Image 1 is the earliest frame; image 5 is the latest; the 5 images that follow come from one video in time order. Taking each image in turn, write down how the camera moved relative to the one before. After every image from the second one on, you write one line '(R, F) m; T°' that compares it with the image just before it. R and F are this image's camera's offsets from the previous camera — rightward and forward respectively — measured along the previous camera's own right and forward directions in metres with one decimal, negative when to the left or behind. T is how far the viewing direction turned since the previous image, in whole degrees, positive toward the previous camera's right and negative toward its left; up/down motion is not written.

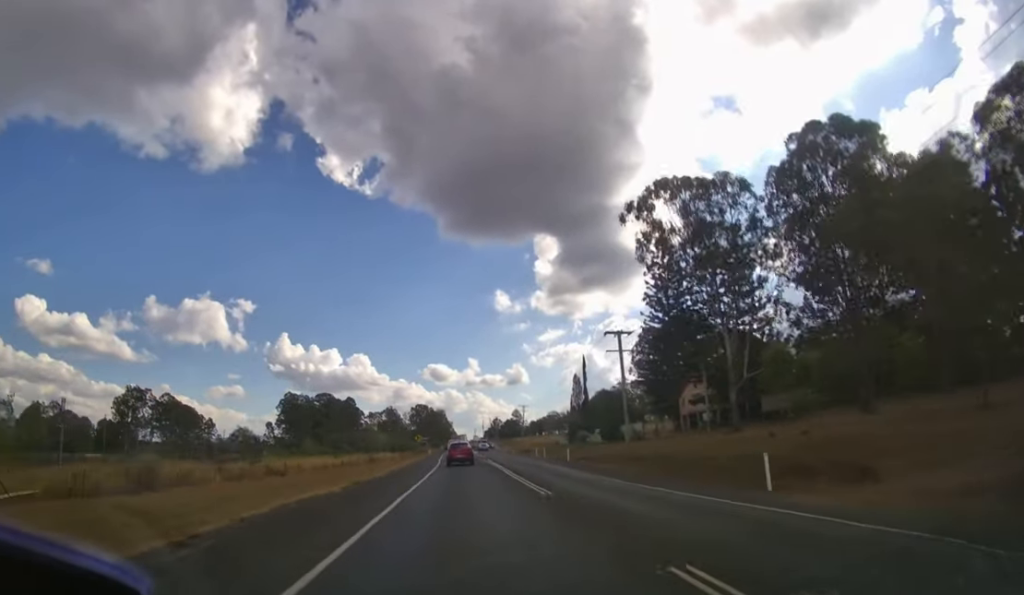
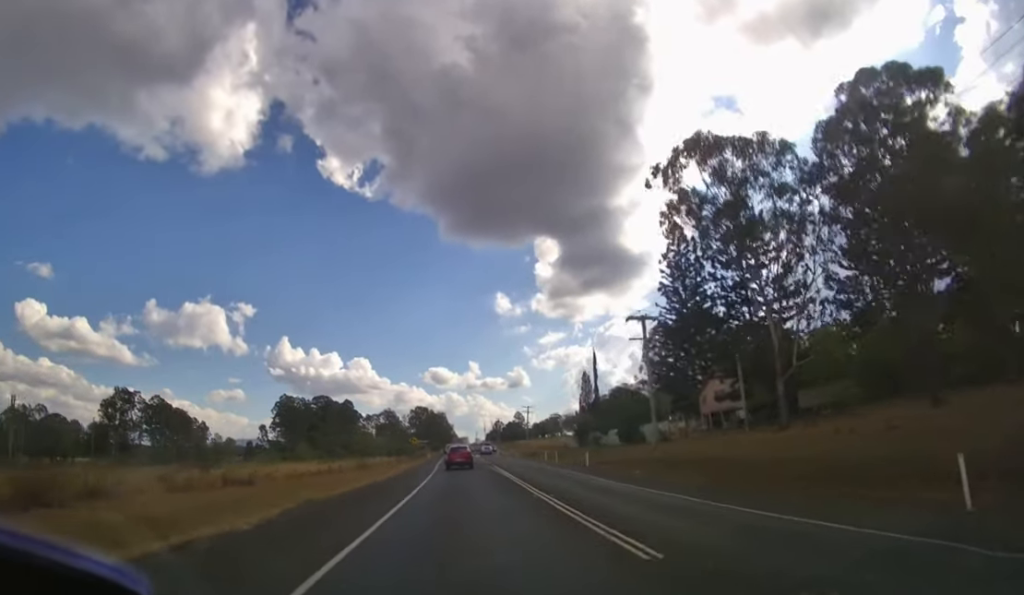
(0.0, +7.7) m; 0°
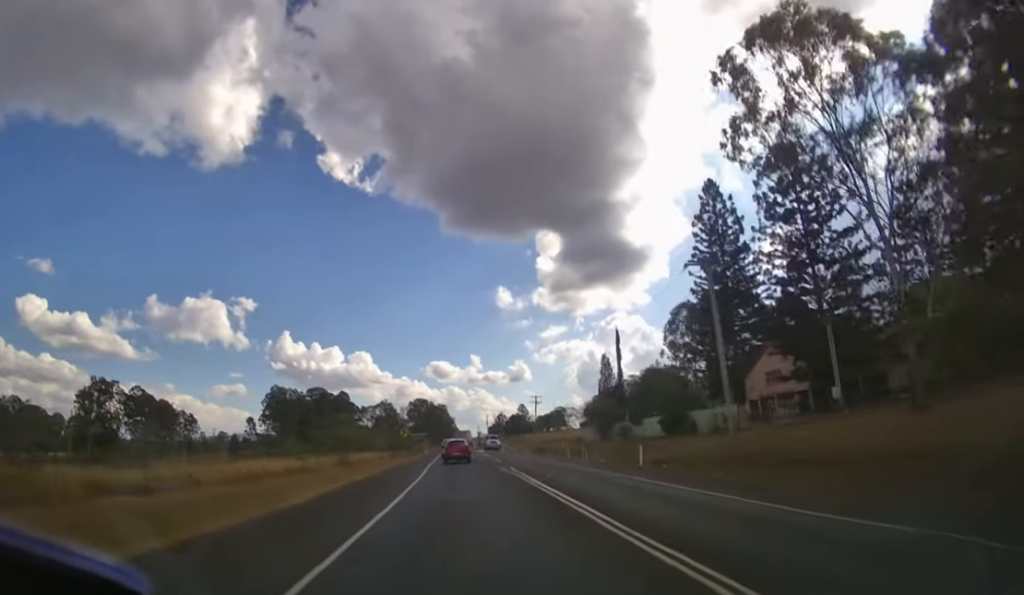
(0.0, +12.4) m; -1°
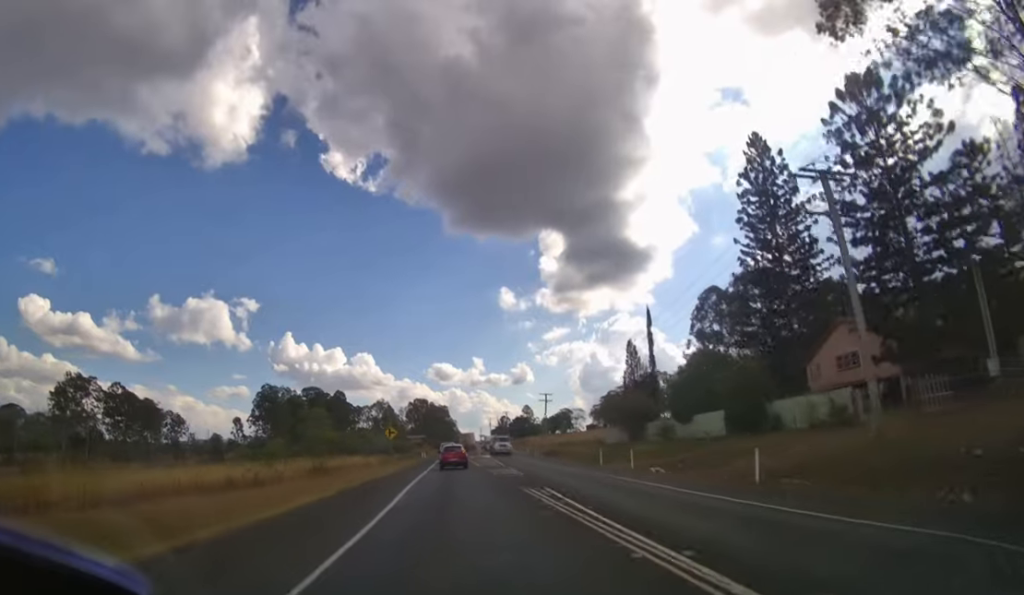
(0.0, +10.9) m; -1°
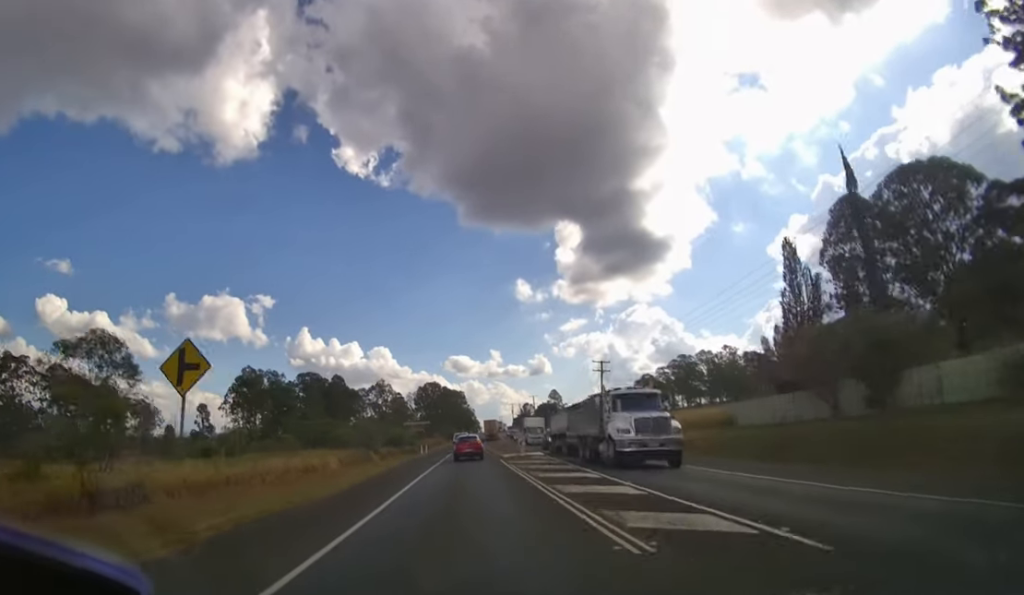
(-0.3, +29.1) m; -1°
